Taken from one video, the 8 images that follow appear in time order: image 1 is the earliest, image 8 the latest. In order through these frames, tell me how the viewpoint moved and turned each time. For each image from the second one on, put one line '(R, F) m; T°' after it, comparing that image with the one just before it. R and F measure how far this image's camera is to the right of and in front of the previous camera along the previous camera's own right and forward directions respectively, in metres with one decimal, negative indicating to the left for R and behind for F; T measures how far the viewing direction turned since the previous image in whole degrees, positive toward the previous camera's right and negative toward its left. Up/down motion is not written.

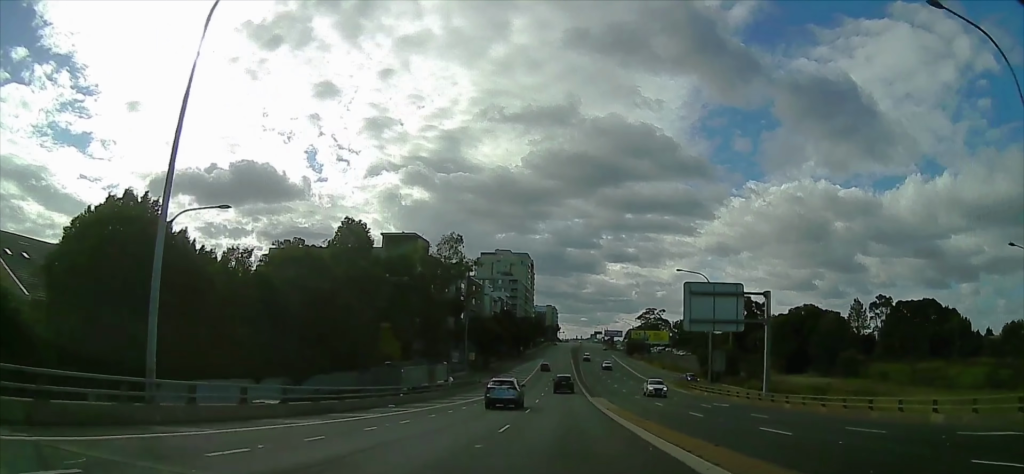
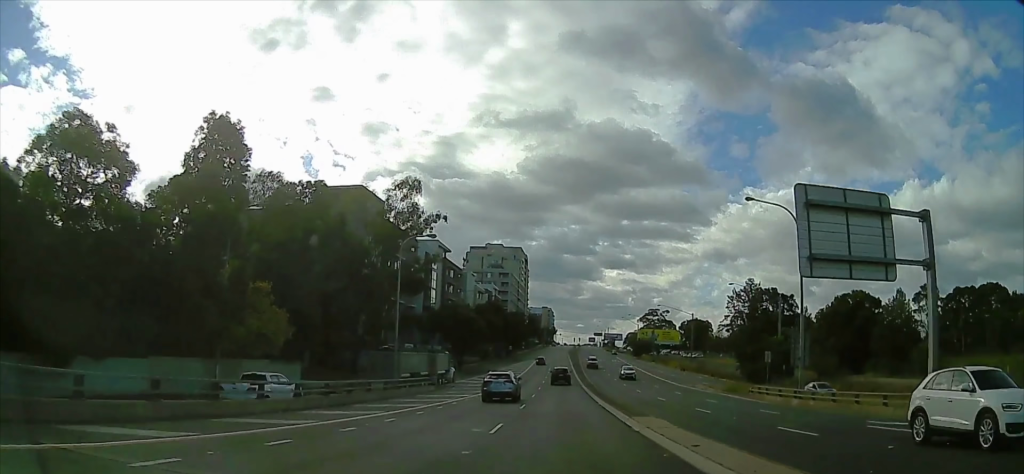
(+0.6, +29.6) m; +2°
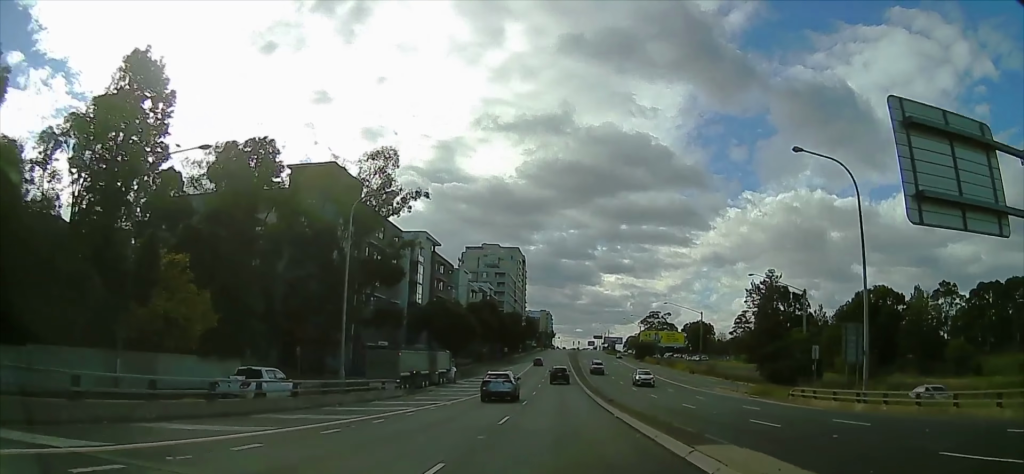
(0.0, +9.6) m; 0°
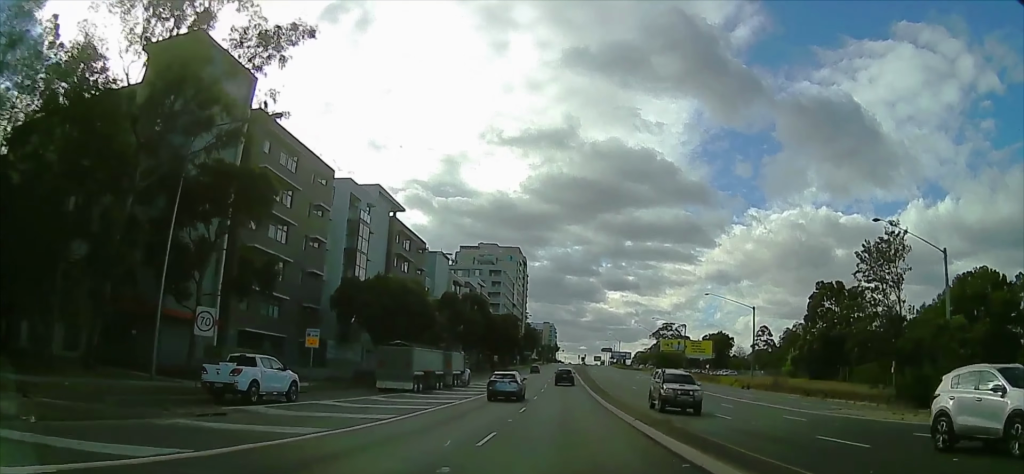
(-0.3, +28.3) m; -1°
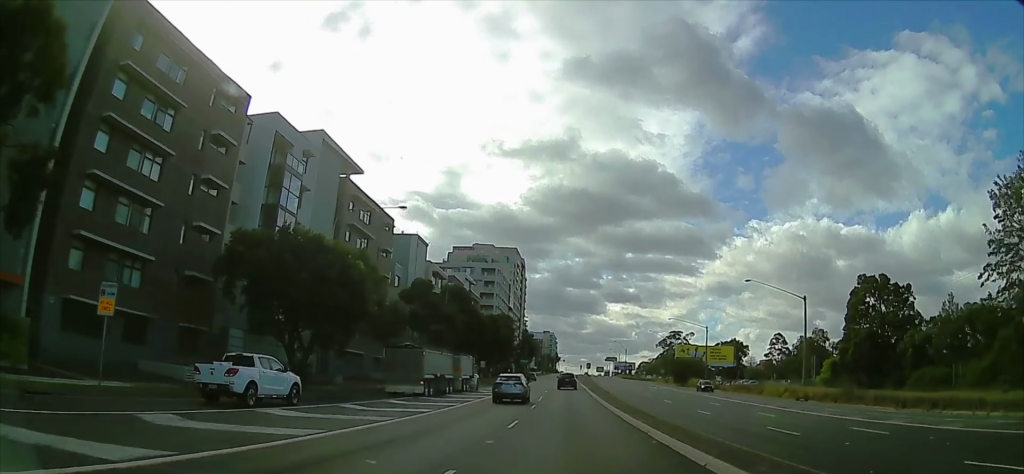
(0.0, +16.6) m; 0°
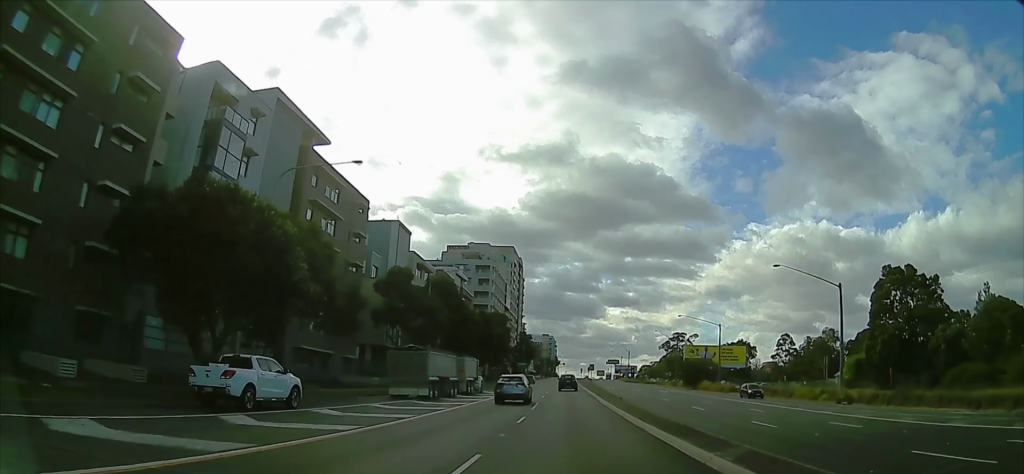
(0.0, +8.4) m; 0°
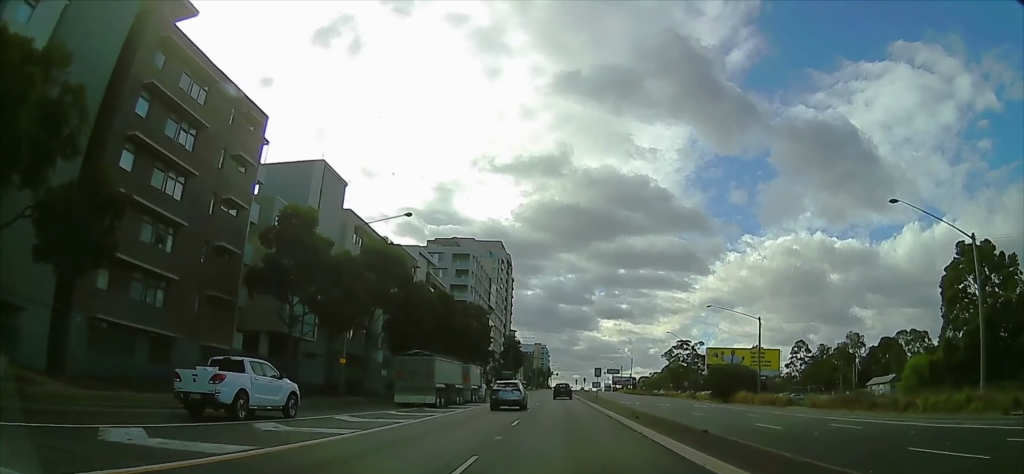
(-0.4, +21.1) m; -2°
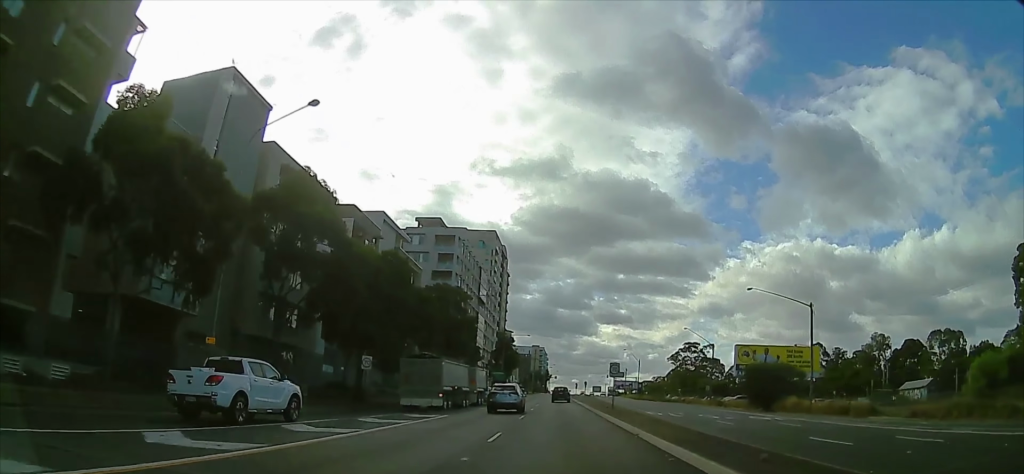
(-0.4, +16.3) m; +2°
